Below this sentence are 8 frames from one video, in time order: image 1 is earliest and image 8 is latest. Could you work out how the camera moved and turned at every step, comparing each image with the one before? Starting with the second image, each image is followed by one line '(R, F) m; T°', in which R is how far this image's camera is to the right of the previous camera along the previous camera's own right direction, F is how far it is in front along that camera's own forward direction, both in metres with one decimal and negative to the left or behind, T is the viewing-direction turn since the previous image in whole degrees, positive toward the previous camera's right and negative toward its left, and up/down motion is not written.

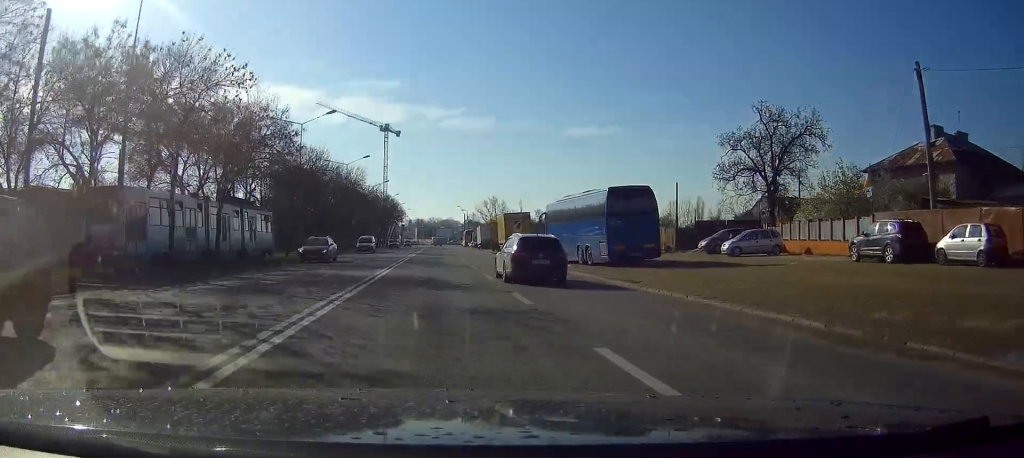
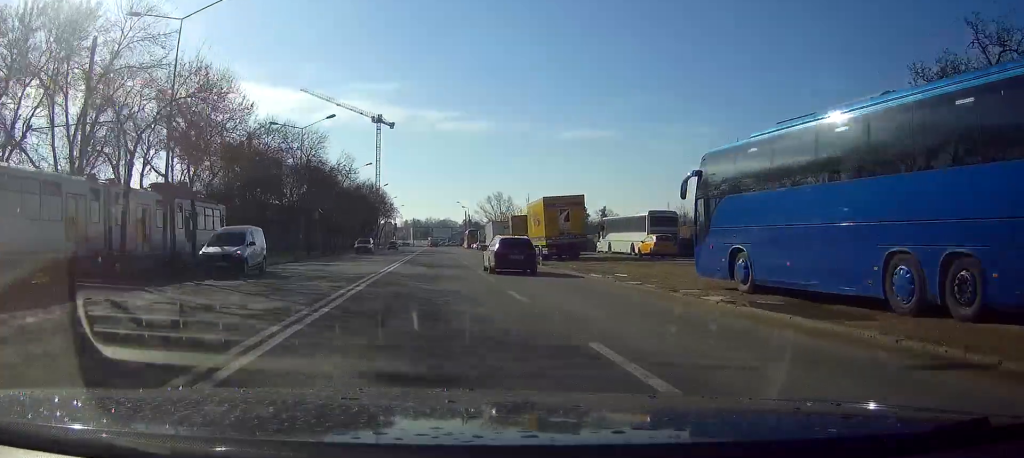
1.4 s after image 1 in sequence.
(+0.1, +25.8) m; 0°
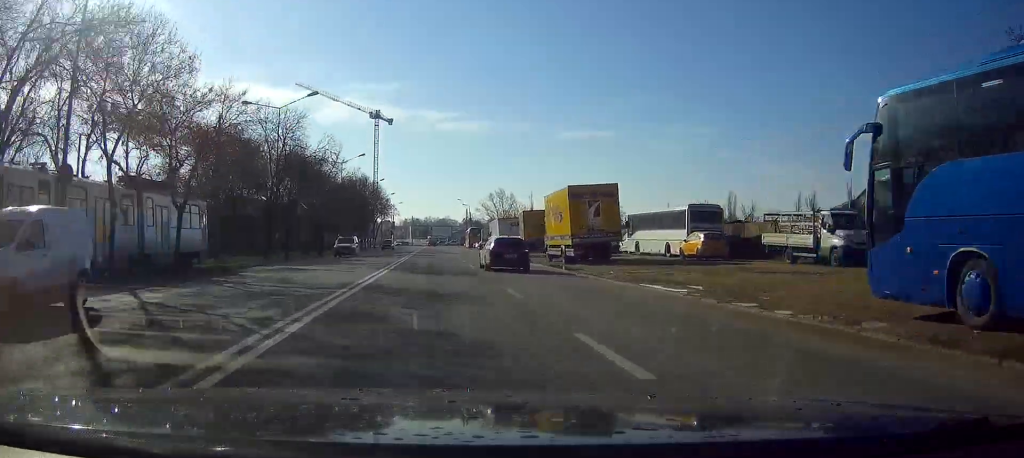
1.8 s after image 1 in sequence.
(0.0, +7.9) m; 0°
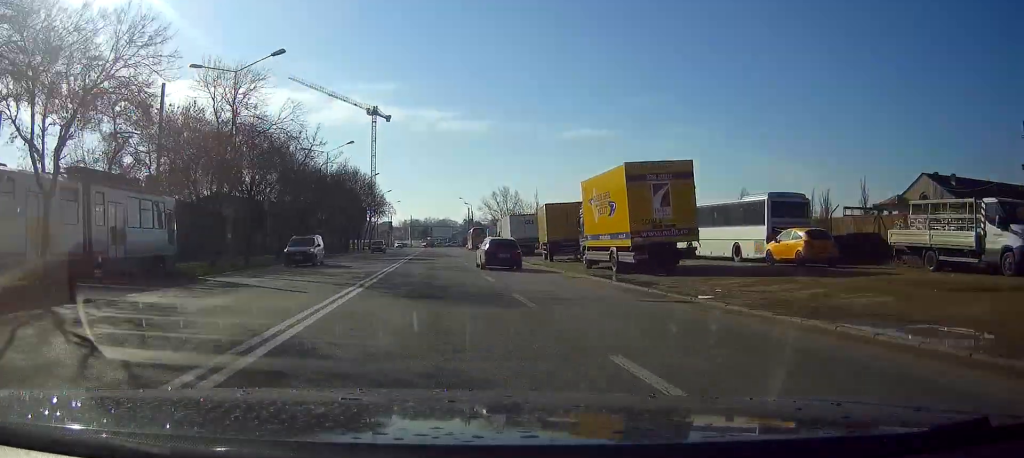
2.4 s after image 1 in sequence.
(0.0, +10.2) m; 0°
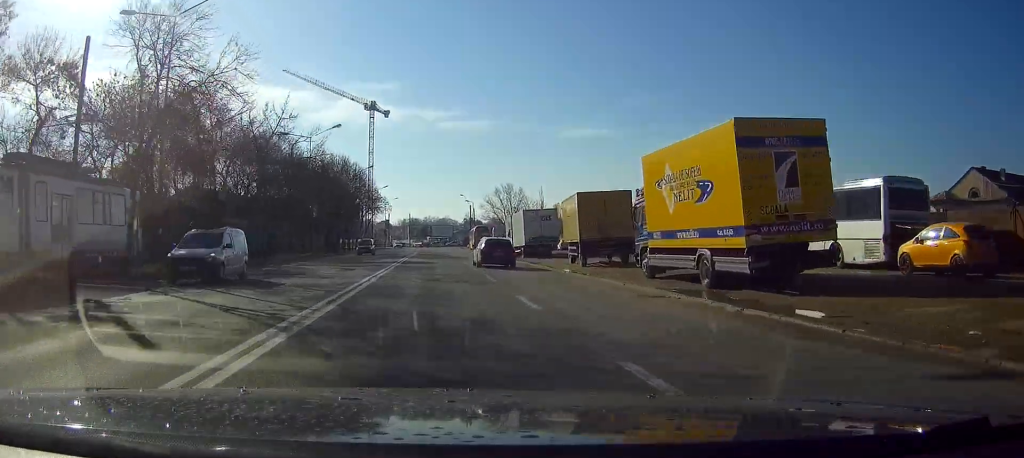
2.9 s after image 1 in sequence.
(0.0, +9.0) m; 0°
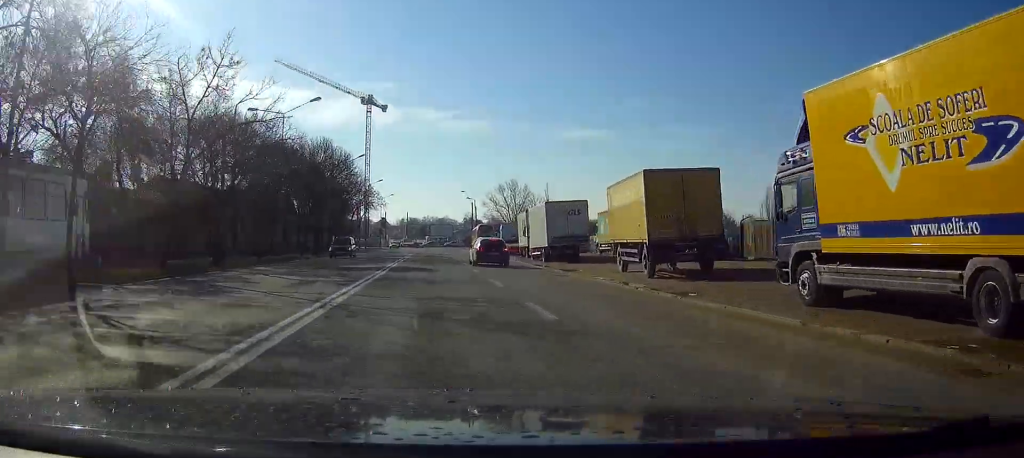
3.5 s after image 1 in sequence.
(0.0, +9.9) m; 0°
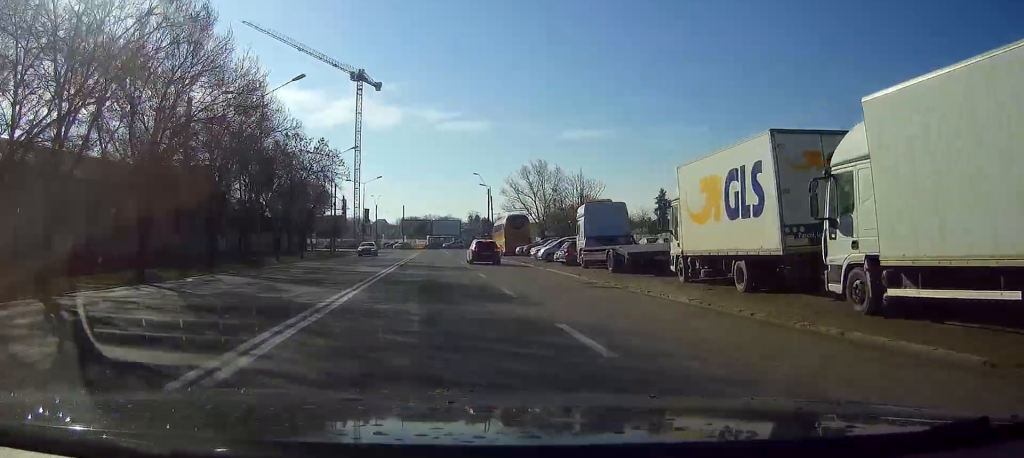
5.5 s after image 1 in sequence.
(-0.1, +33.3) m; 0°
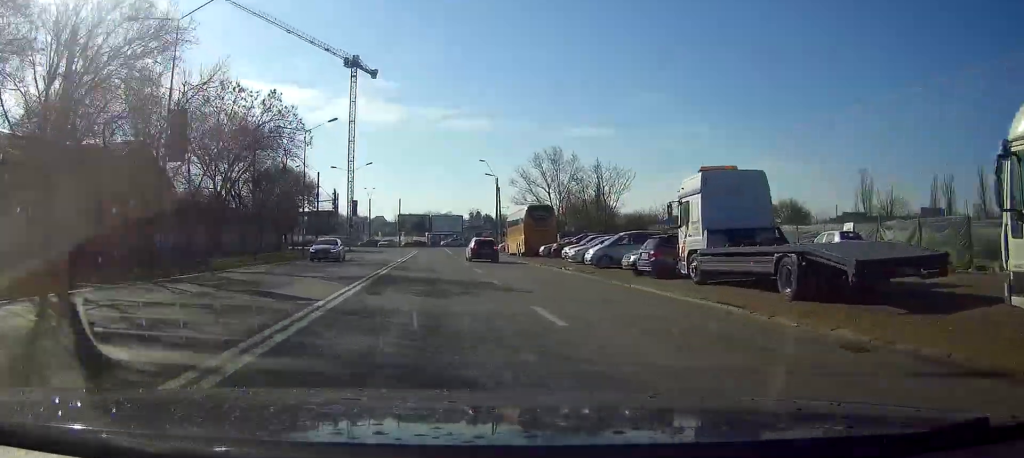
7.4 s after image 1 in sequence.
(0.0, +26.9) m; 0°
